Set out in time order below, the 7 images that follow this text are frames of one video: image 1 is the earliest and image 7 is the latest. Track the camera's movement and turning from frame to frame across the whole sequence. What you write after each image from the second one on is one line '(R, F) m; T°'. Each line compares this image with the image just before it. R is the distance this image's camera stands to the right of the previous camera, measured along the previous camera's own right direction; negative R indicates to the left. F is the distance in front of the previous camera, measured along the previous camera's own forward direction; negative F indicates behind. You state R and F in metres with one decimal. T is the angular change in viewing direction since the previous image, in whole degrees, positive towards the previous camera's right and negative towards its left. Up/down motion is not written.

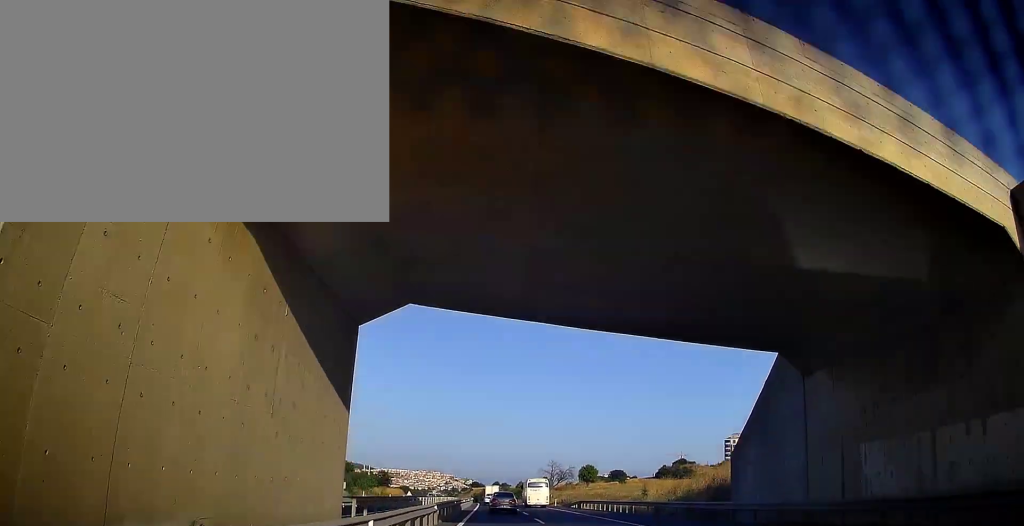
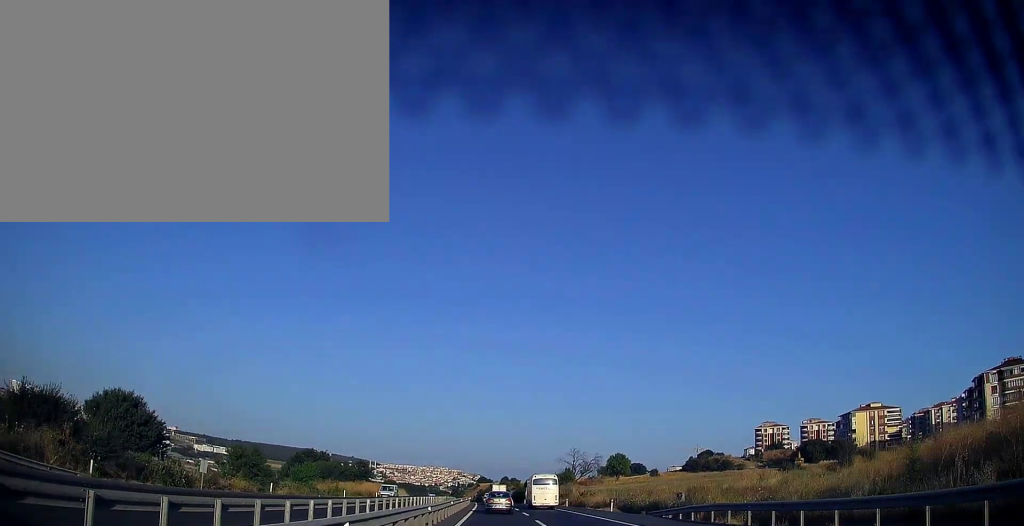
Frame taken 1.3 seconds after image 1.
(-0.3, +36.1) m; -1°
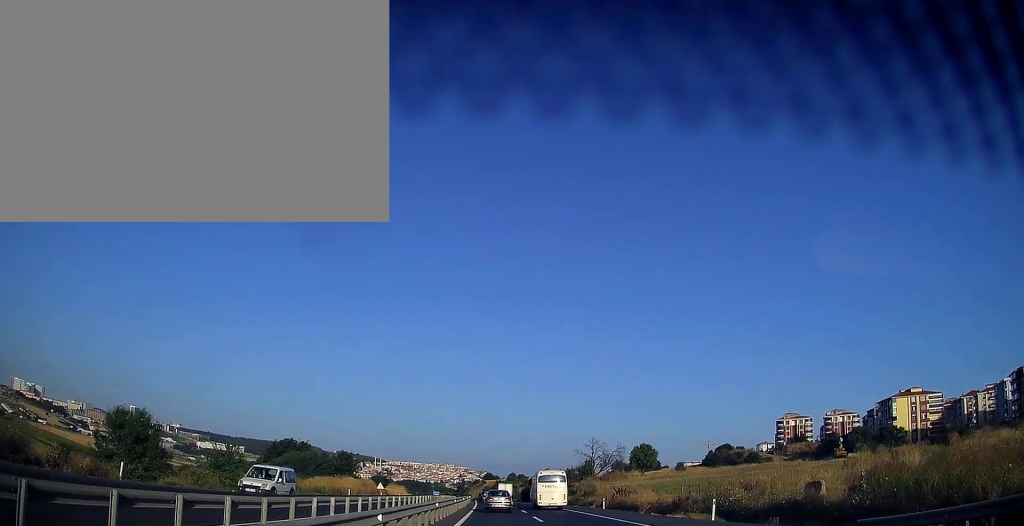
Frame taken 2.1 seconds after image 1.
(+0.1, +22.4) m; -1°
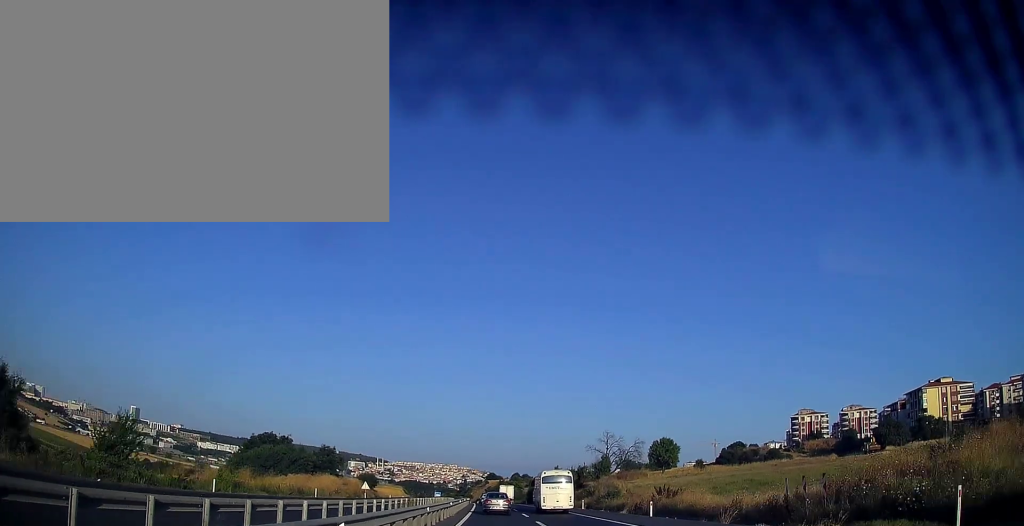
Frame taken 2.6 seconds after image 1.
(-0.2, +14.0) m; -1°
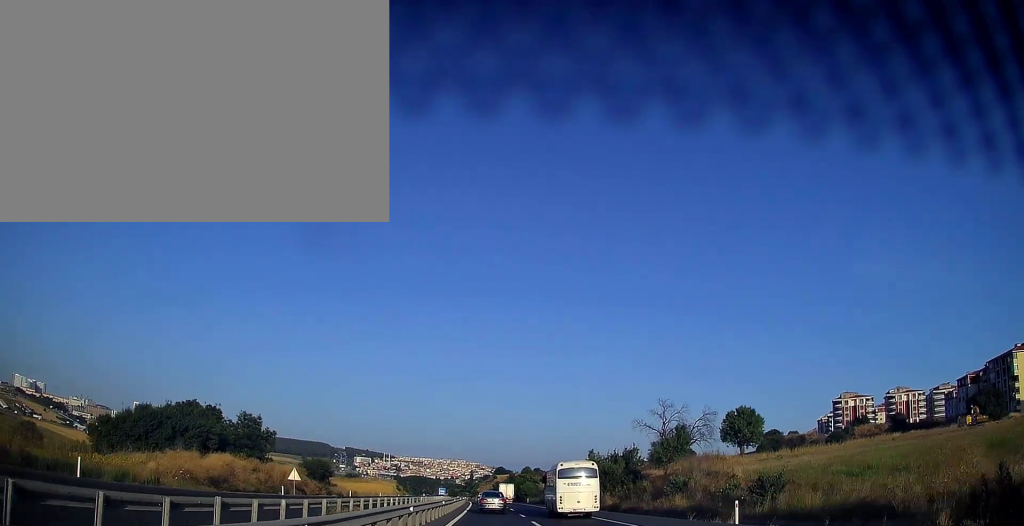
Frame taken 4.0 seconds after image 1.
(-0.3, +38.3) m; -1°
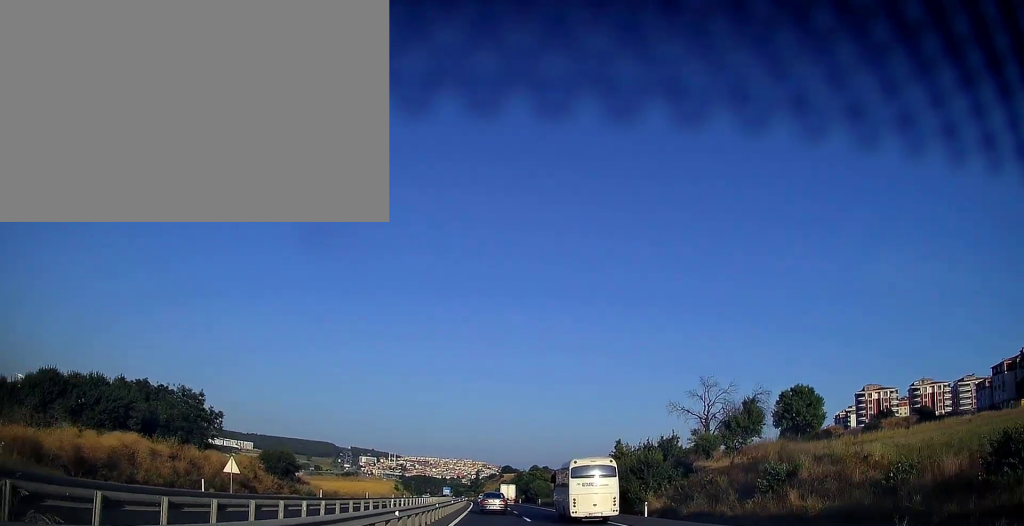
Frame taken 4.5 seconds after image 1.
(0.0, +15.9) m; -1°
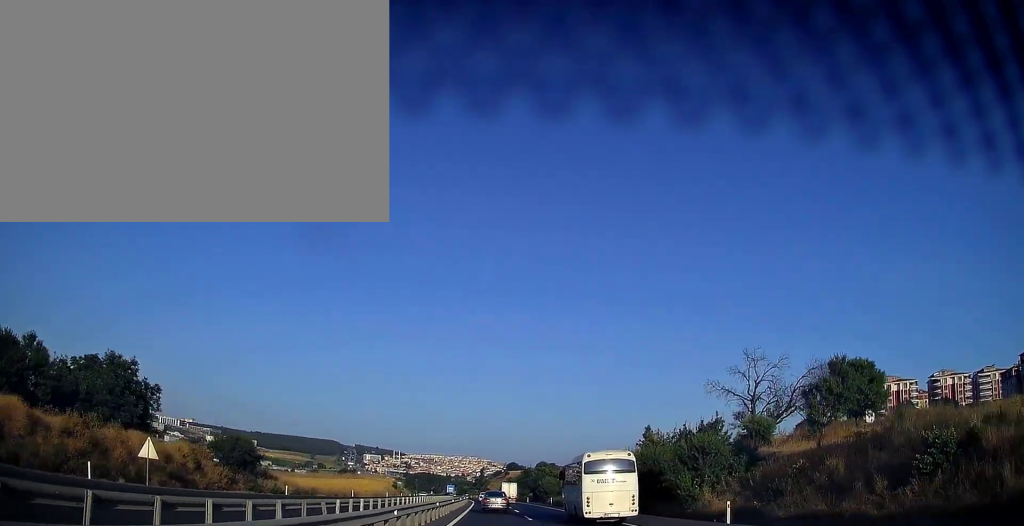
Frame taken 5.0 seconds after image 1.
(+0.1, +12.1) m; 0°
